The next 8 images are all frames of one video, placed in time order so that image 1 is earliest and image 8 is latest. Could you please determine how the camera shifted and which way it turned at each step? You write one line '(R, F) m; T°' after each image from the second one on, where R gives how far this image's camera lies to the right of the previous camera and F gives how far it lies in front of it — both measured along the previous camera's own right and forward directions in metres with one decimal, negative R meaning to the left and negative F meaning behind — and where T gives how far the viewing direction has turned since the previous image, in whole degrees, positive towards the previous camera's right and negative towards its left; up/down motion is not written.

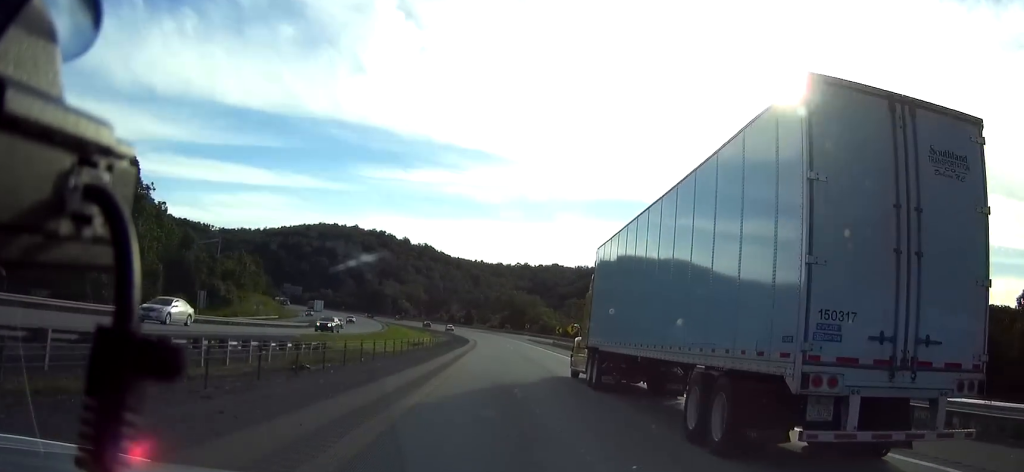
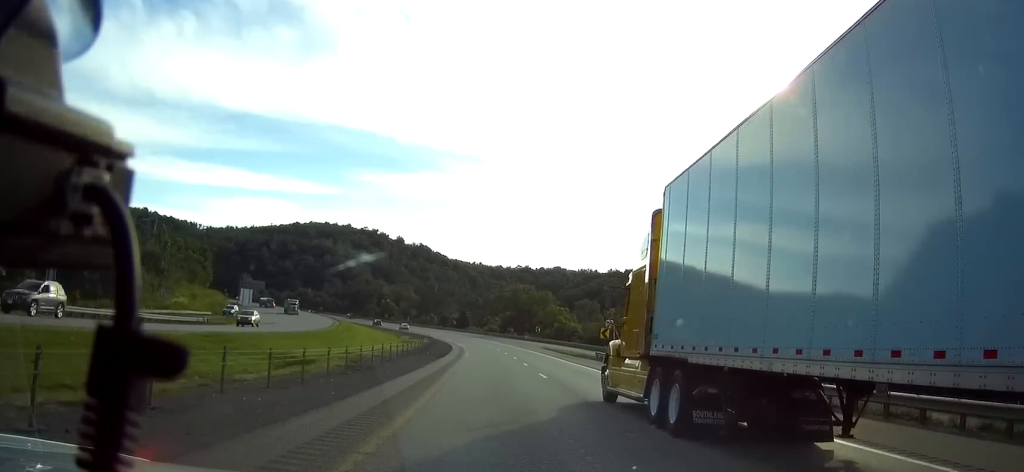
(+0.1, +48.4) m; -1°
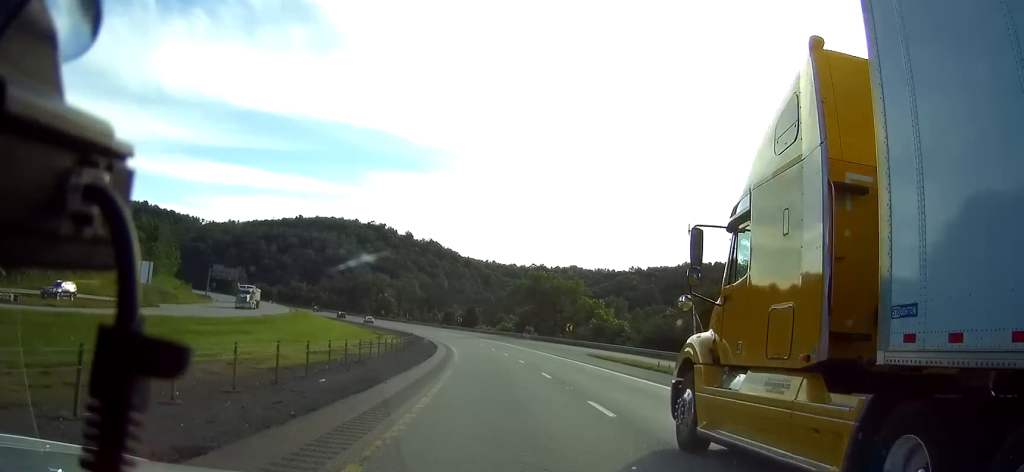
(-0.6, +38.1) m; -2°
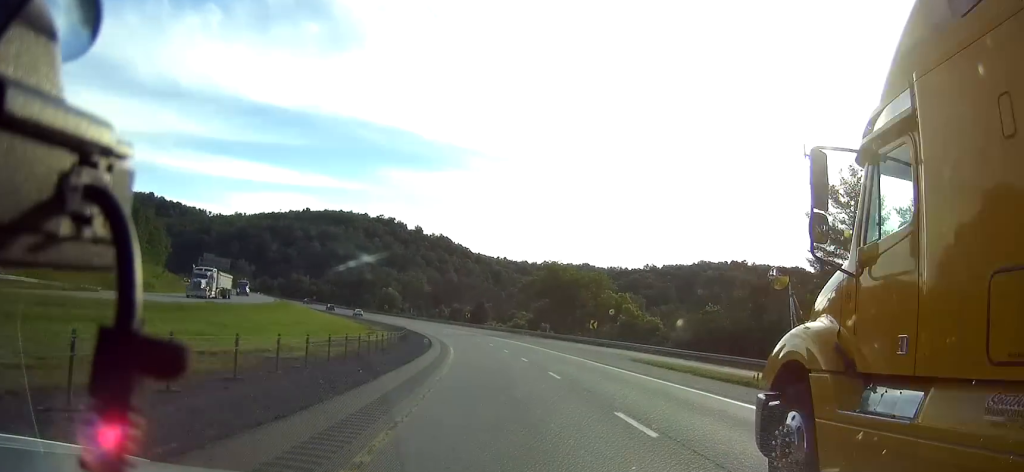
(-0.2, +15.2) m; -1°
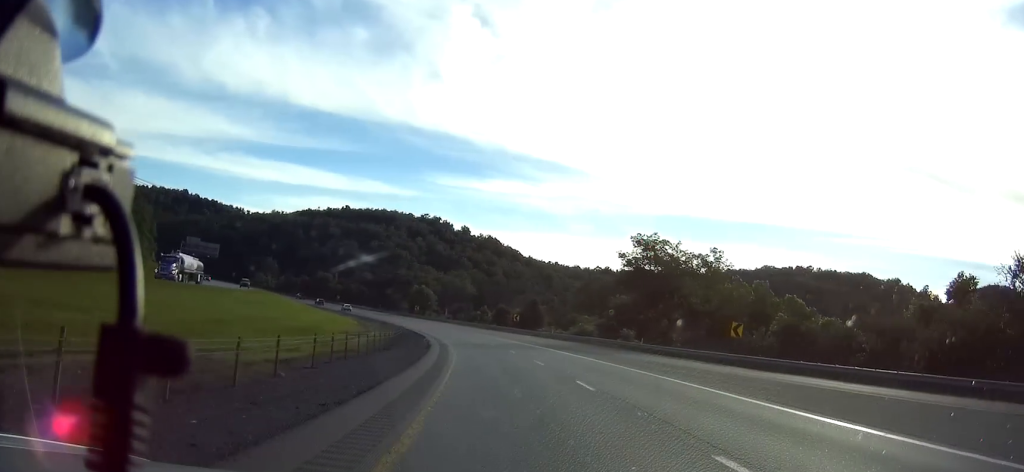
(-0.2, +40.2) m; -3°
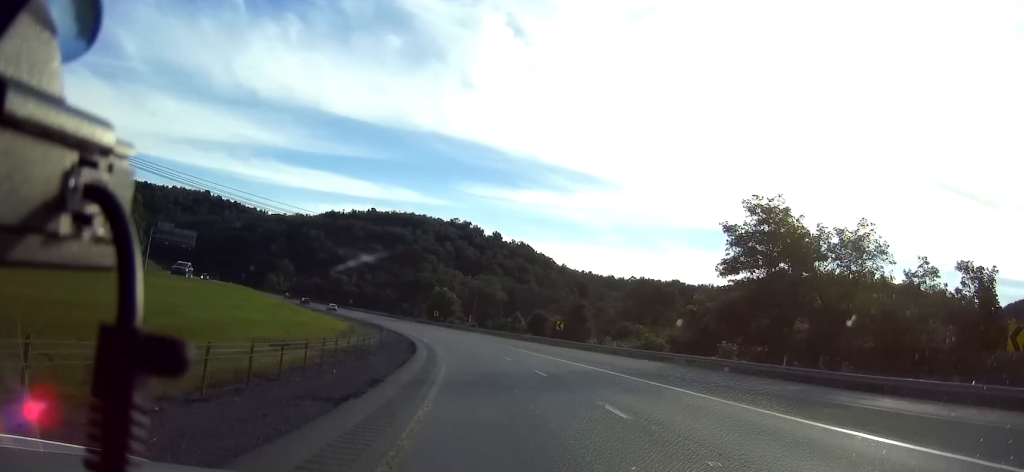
(-1.3, +28.5) m; -4°
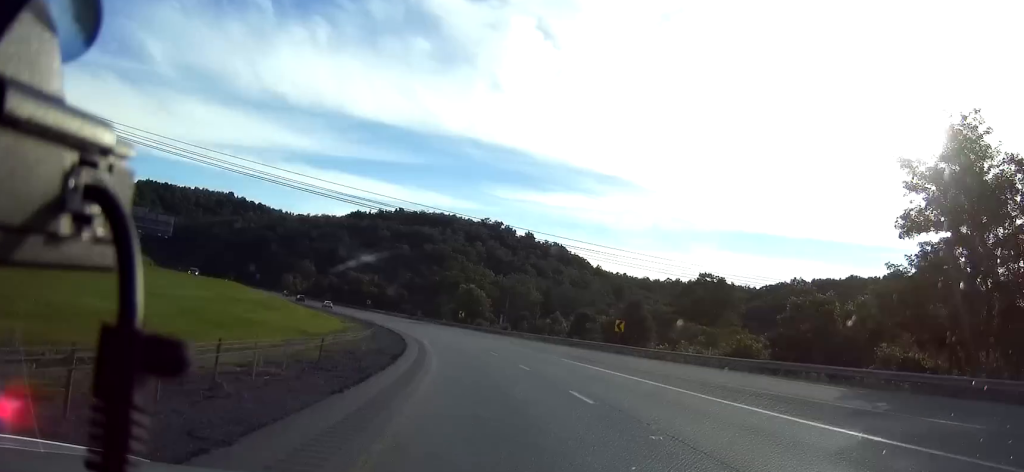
(-0.6, +22.0) m; -3°
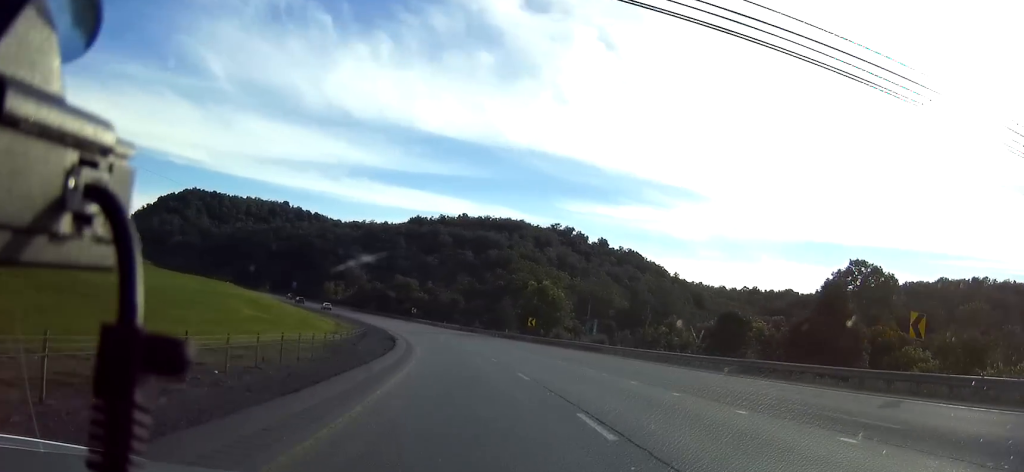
(-1.8, +40.9) m; -5°
